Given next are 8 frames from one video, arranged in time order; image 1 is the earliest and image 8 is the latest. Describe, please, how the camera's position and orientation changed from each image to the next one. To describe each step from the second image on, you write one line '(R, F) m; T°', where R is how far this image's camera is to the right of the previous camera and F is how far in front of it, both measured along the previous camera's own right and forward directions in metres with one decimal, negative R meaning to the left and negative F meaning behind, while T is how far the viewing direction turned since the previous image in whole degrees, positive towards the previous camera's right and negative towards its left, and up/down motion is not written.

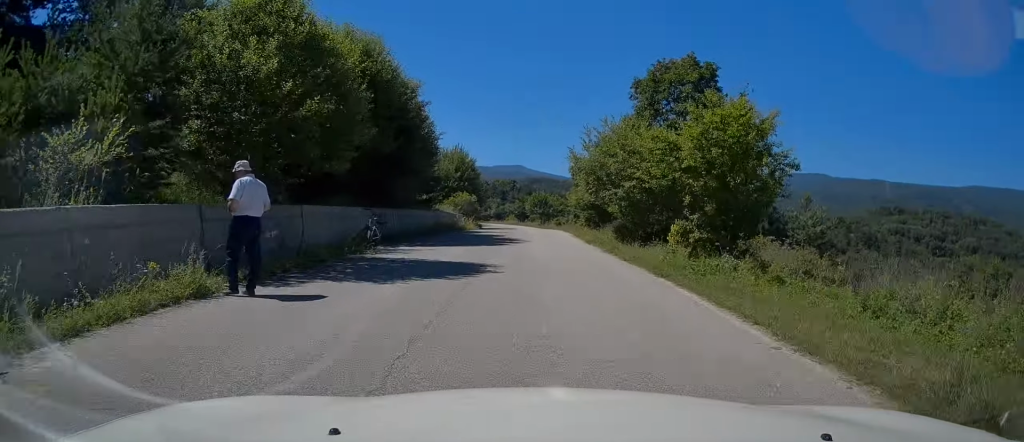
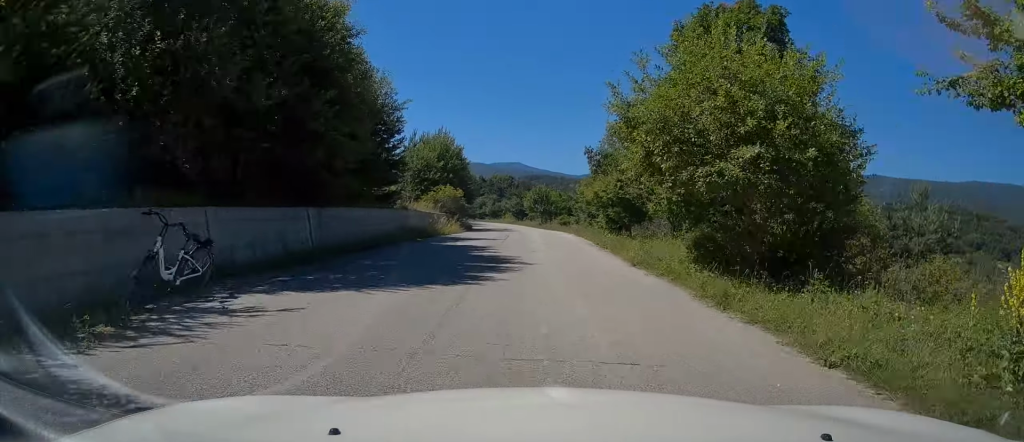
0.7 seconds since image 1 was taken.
(-0.1, +10.3) m; 0°
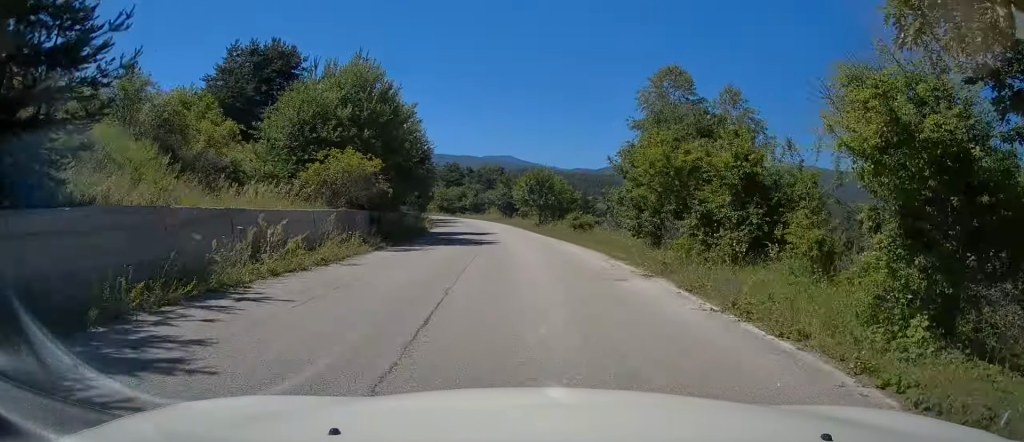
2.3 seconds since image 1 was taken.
(+0.5, +22.9) m; +2°
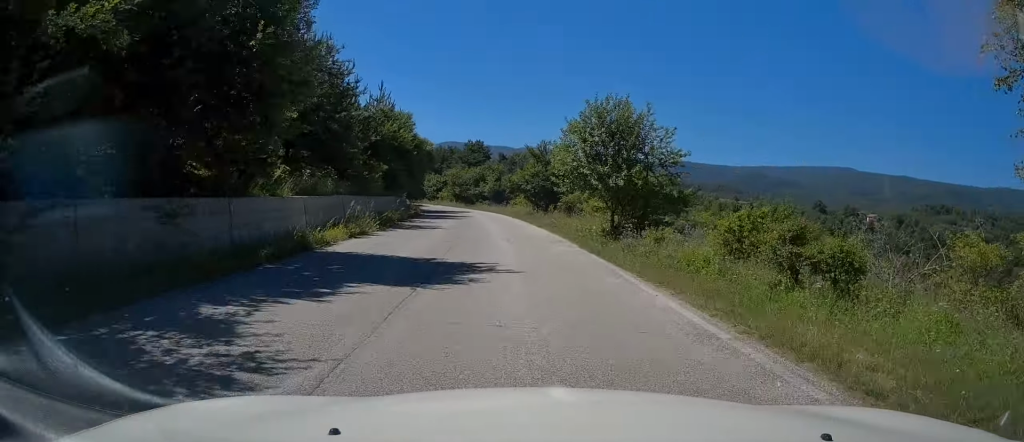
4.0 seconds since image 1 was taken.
(-0.4, +25.1) m; -3°
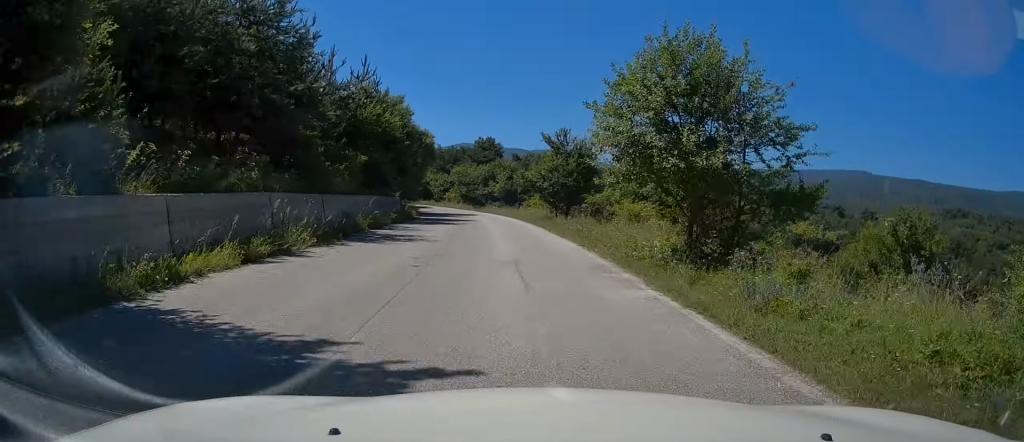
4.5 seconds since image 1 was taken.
(-0.1, +7.6) m; -1°
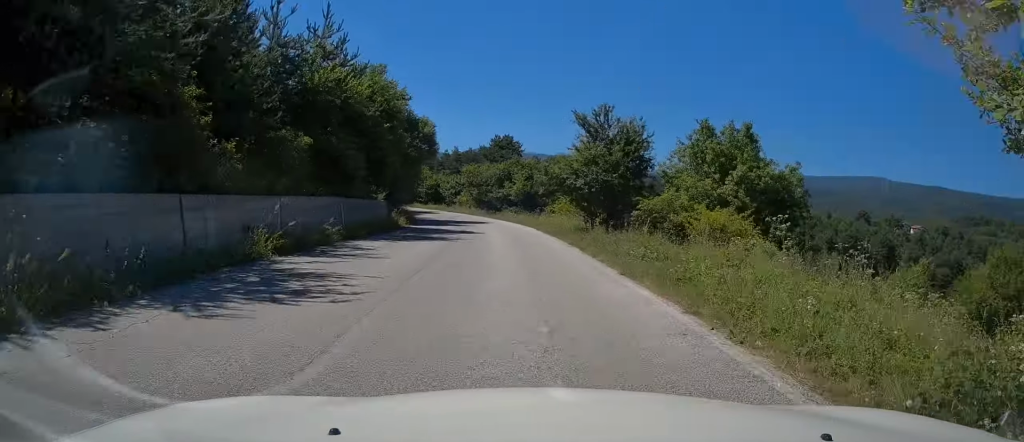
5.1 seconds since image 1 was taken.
(-0.1, +9.7) m; -2°
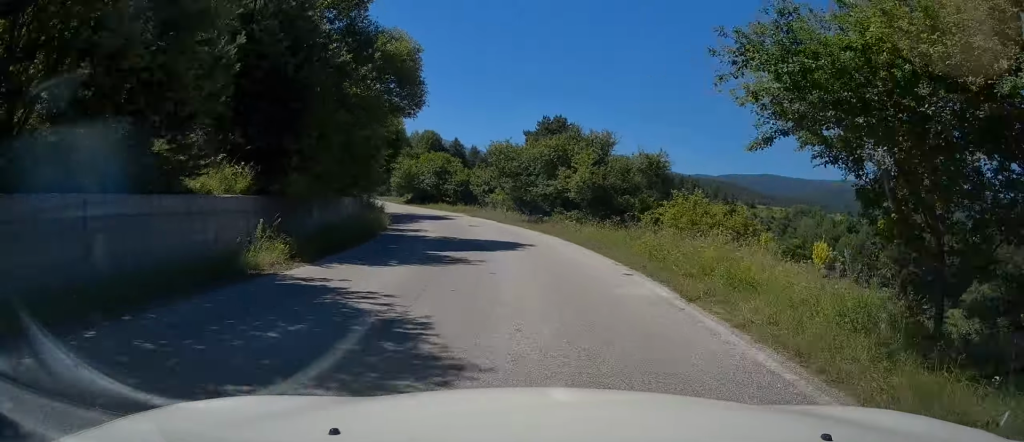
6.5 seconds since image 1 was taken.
(-0.7, +20.3) m; -6°
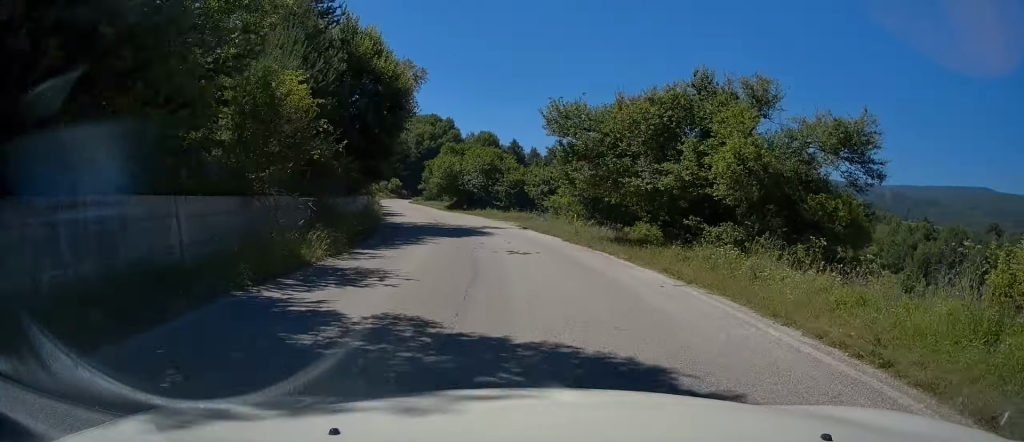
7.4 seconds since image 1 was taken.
(-0.6, +14.1) m; -5°
